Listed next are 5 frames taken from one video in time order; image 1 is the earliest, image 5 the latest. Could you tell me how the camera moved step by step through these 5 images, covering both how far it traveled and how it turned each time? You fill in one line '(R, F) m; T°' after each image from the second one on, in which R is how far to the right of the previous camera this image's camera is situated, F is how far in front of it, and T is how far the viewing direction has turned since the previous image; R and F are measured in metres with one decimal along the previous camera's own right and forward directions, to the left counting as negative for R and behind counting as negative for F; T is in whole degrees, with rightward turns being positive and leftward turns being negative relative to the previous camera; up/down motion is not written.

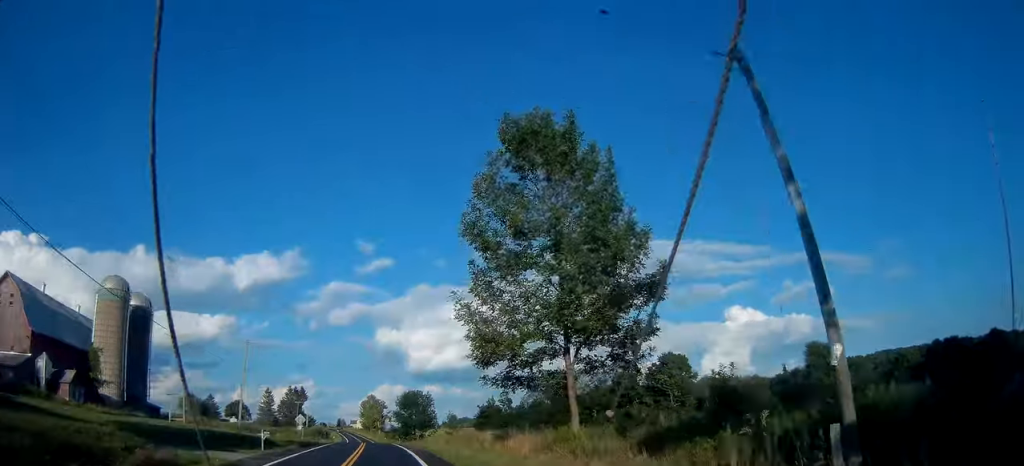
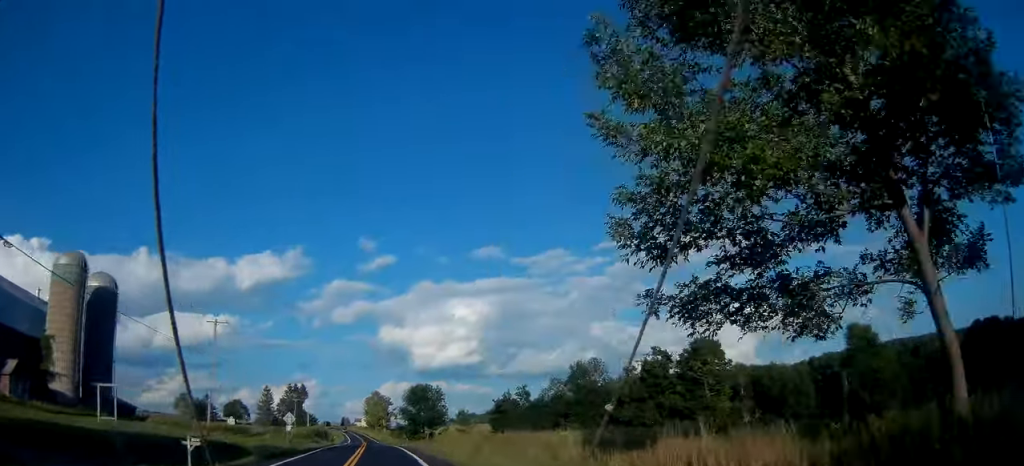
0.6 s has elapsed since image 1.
(0.0, +13.5) m; 0°
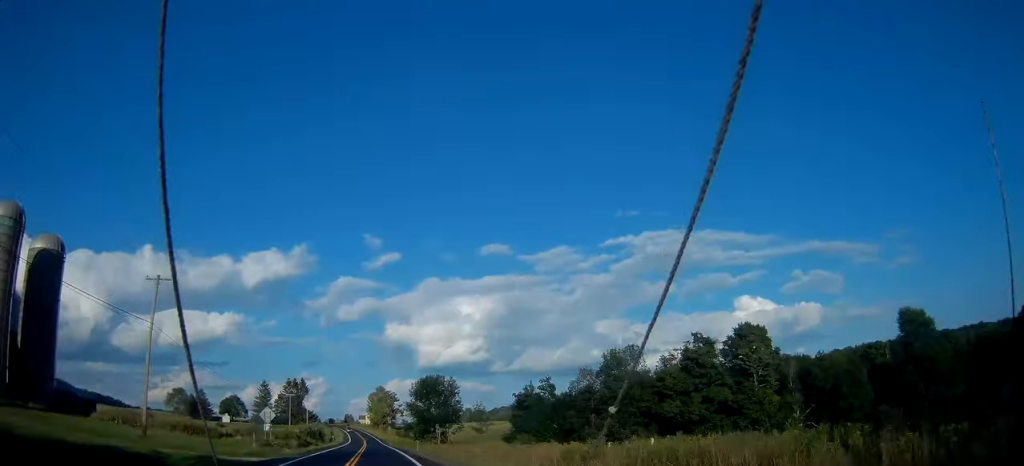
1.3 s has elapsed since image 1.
(0.0, +15.8) m; 0°
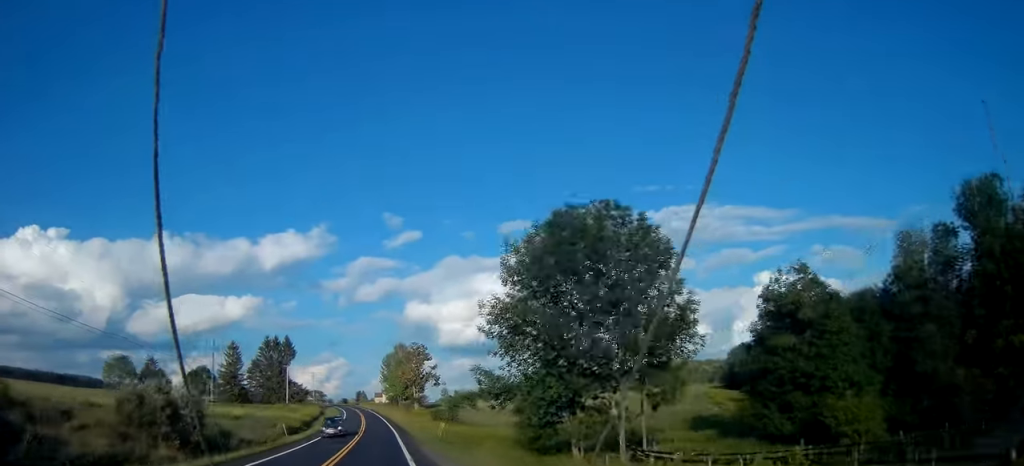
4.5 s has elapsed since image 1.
(-2.0, +73.4) m; -3°
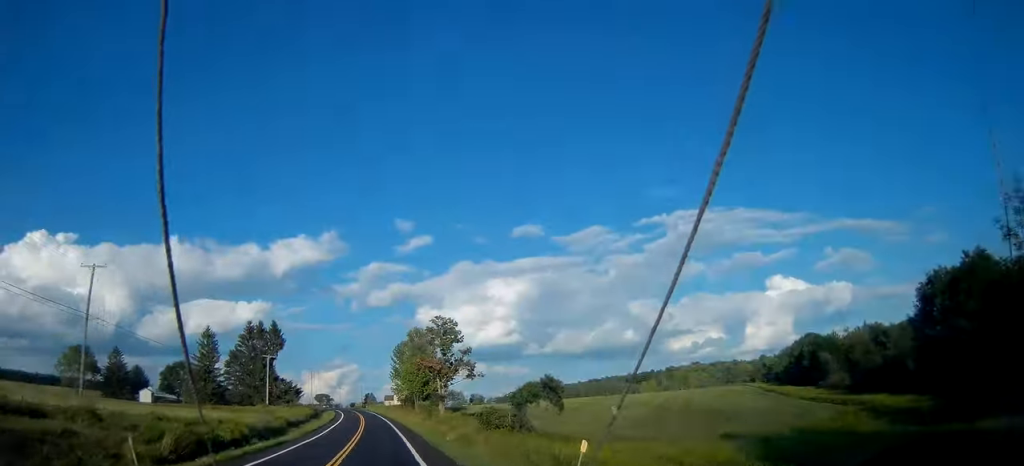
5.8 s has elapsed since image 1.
(-0.4, +32.7) m; -1°
